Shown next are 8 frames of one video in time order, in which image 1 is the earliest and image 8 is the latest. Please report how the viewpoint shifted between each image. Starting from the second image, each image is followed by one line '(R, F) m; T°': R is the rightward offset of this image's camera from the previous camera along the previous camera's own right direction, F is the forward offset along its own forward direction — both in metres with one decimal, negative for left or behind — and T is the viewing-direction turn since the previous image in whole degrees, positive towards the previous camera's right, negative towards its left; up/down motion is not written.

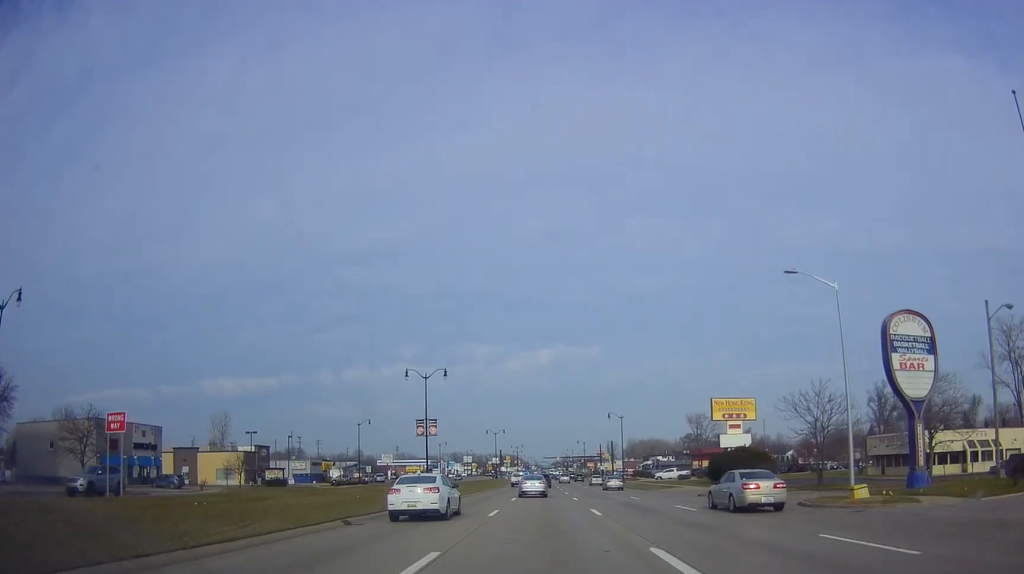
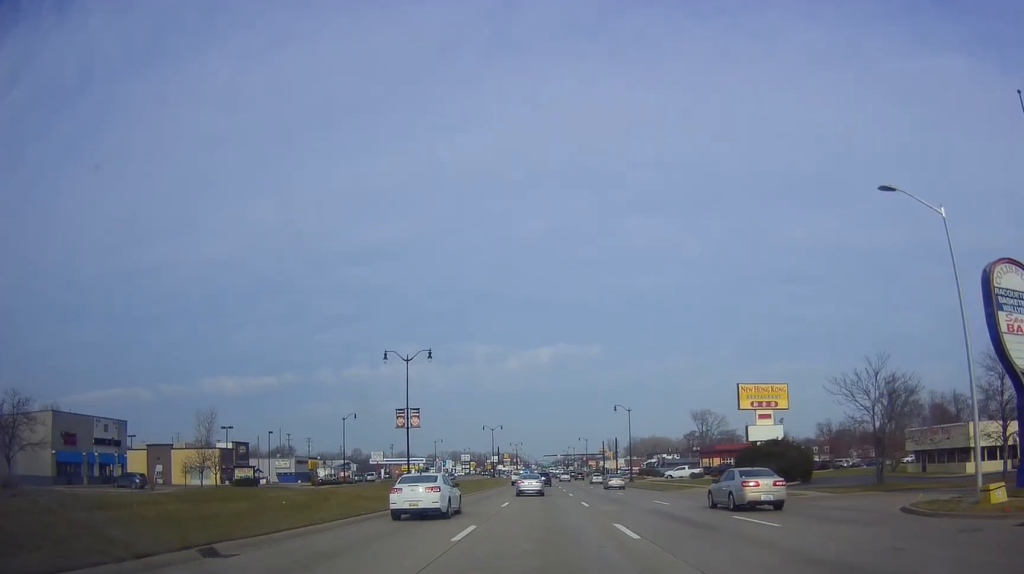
(+0.2, +8.4) m; +1°
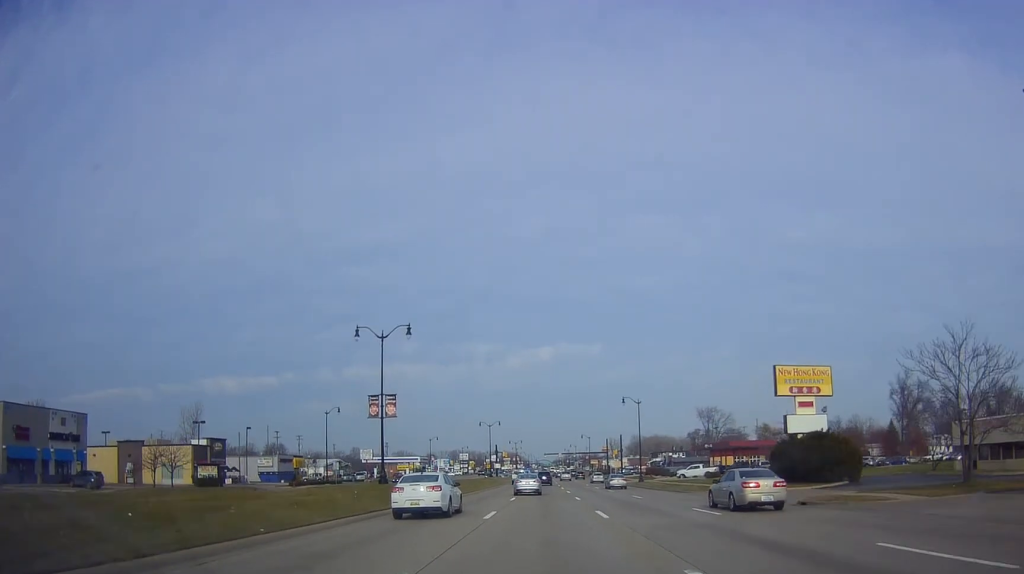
(+0.1, +8.4) m; +1°
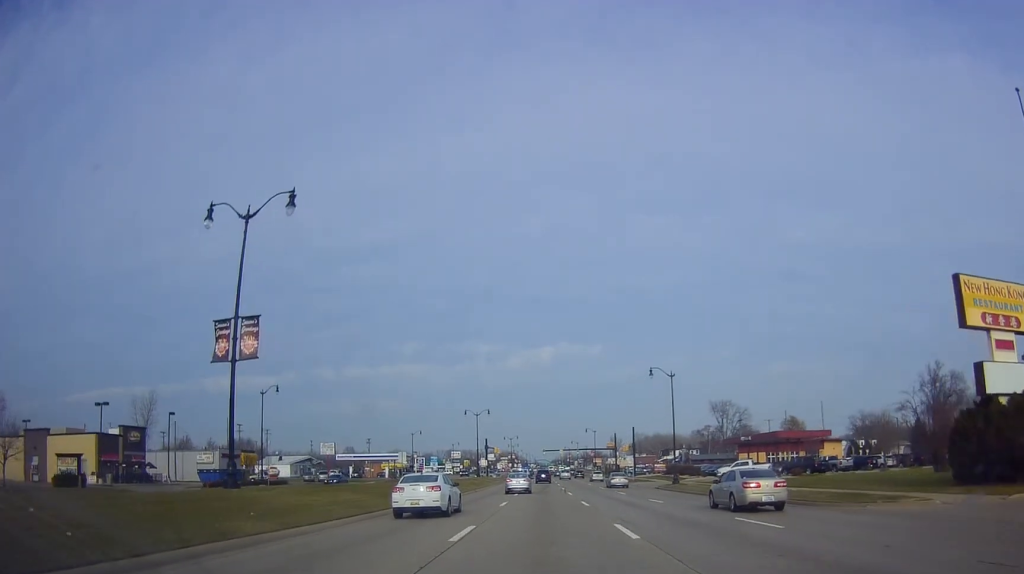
(0.0, +21.6) m; -2°
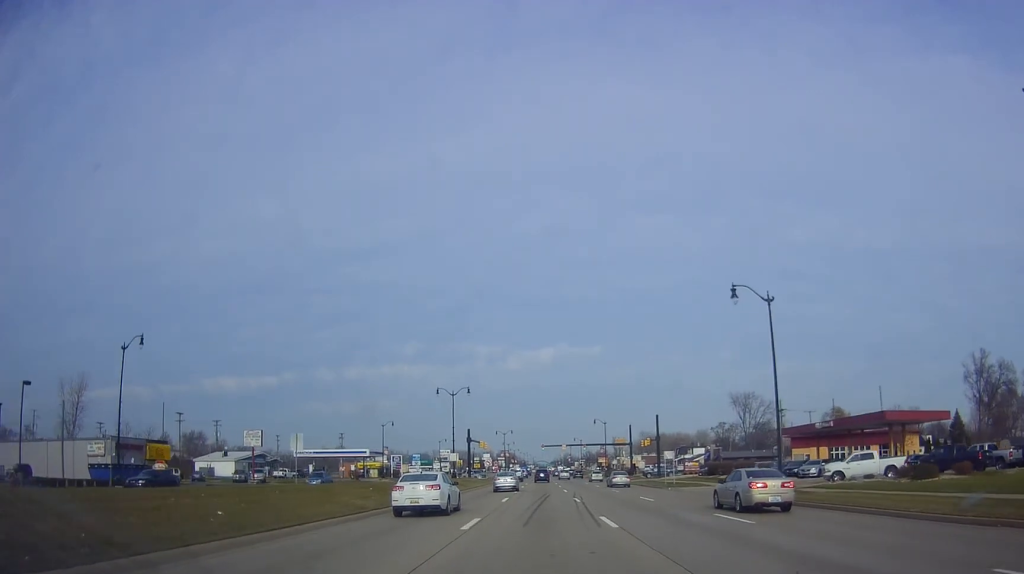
(-0.5, +27.0) m; 0°
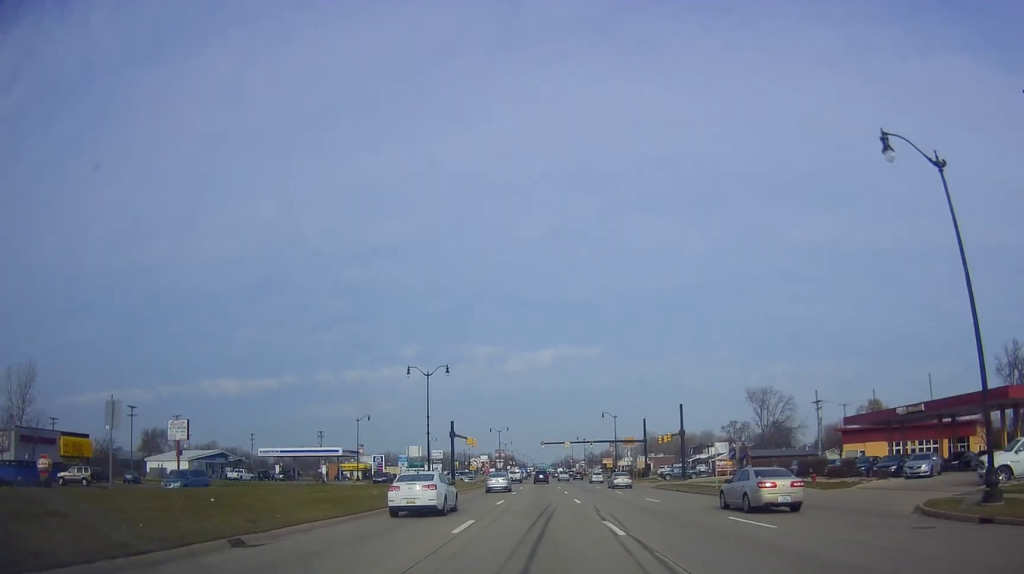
(+0.4, +17.3) m; 0°
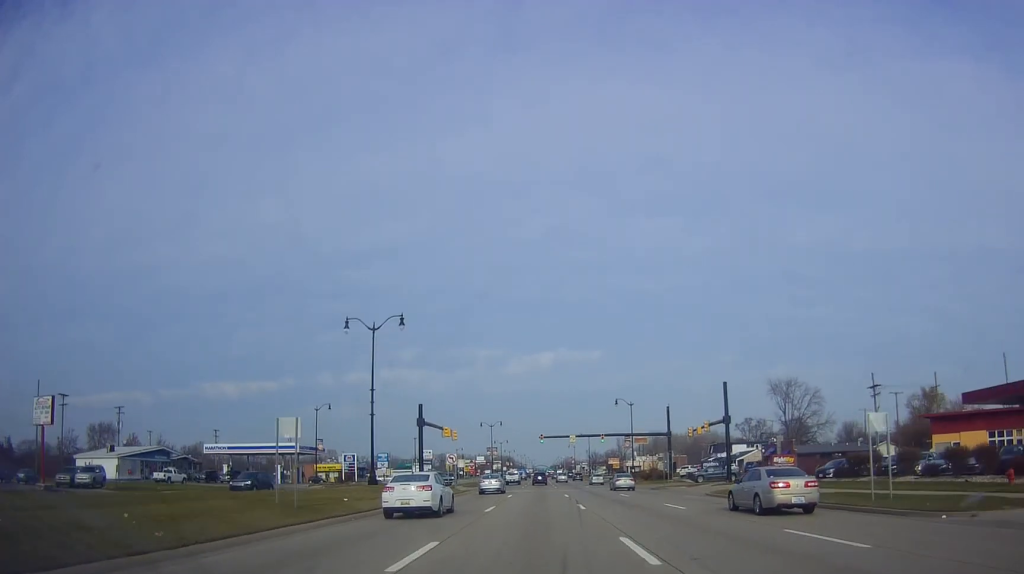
(-0.5, +20.3) m; 0°
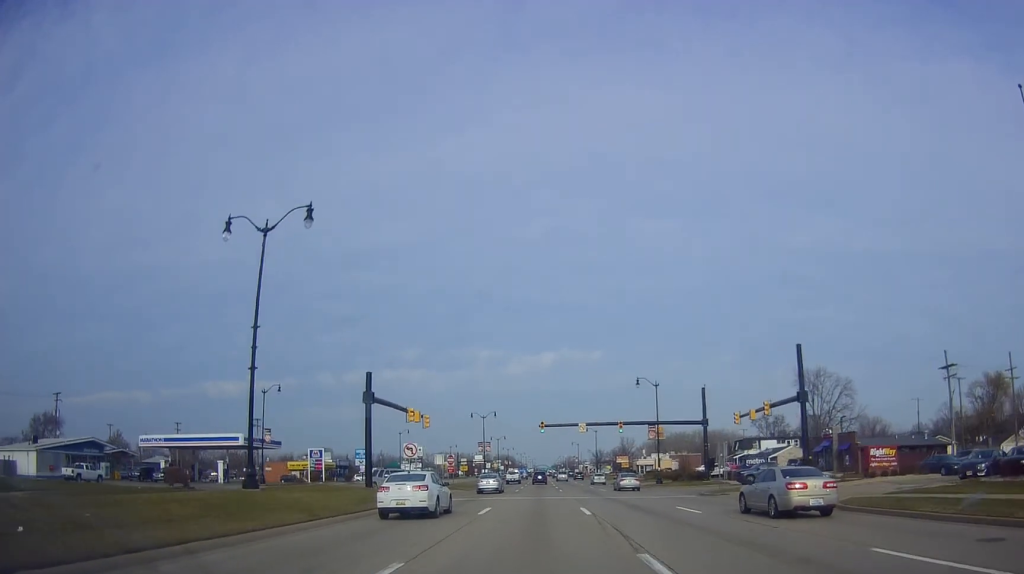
(+0.6, +18.2) m; +1°
